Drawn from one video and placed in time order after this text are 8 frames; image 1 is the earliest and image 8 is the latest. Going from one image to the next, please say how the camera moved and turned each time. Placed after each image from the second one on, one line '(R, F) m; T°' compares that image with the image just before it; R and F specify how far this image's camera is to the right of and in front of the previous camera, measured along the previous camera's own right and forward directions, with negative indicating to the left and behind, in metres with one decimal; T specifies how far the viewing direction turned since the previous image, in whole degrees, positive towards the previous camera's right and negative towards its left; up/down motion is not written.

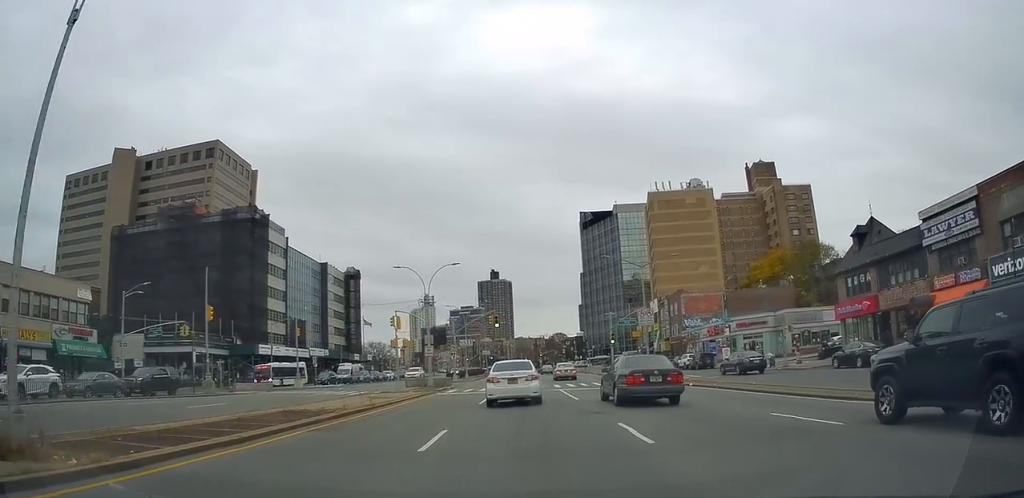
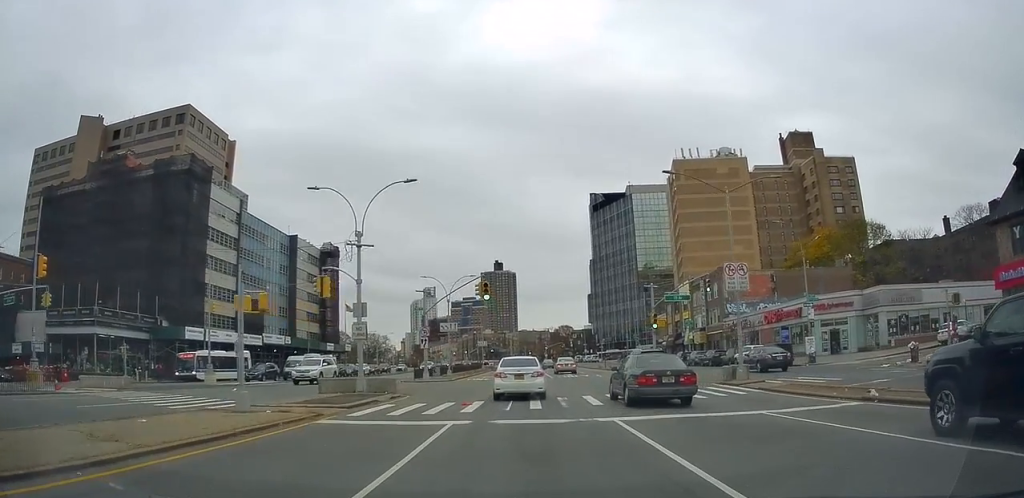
(+0.2, +18.1) m; +1°
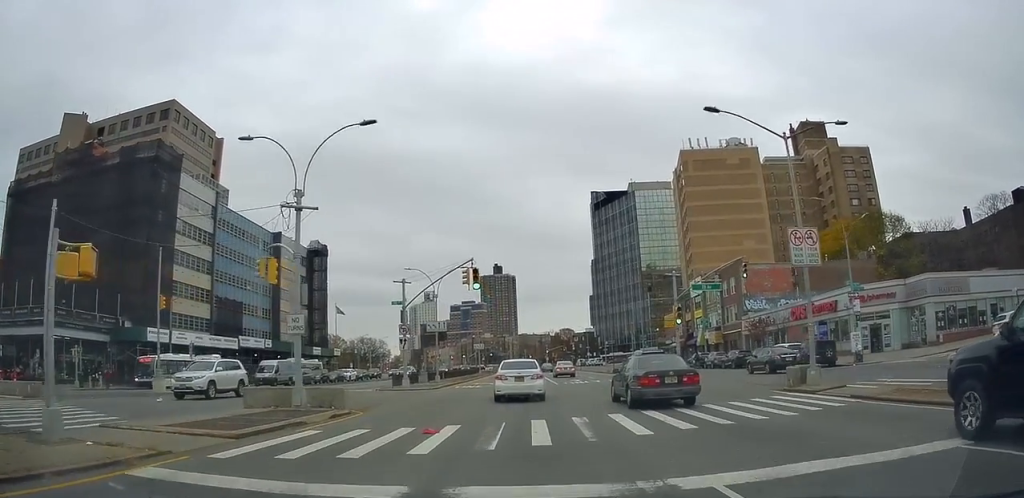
(0.0, +6.8) m; -1°
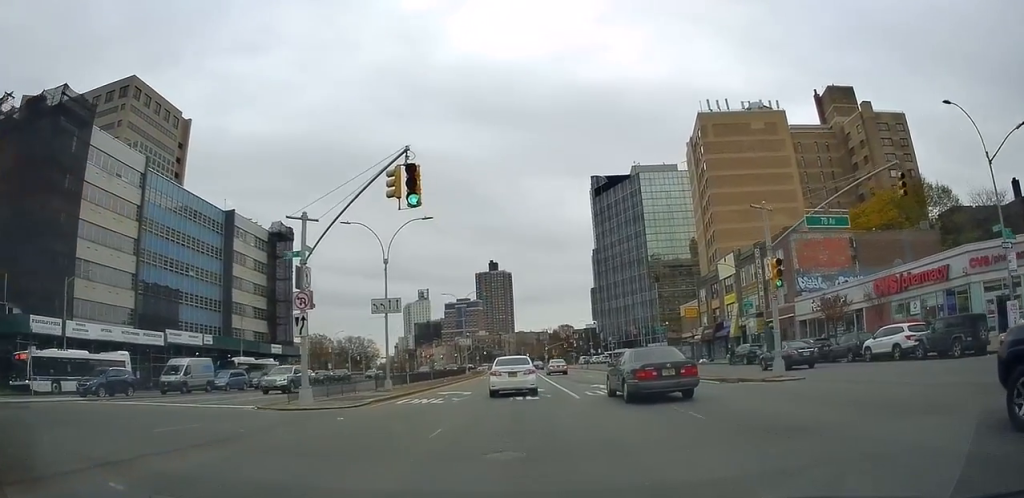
(-0.4, +15.2) m; -1°
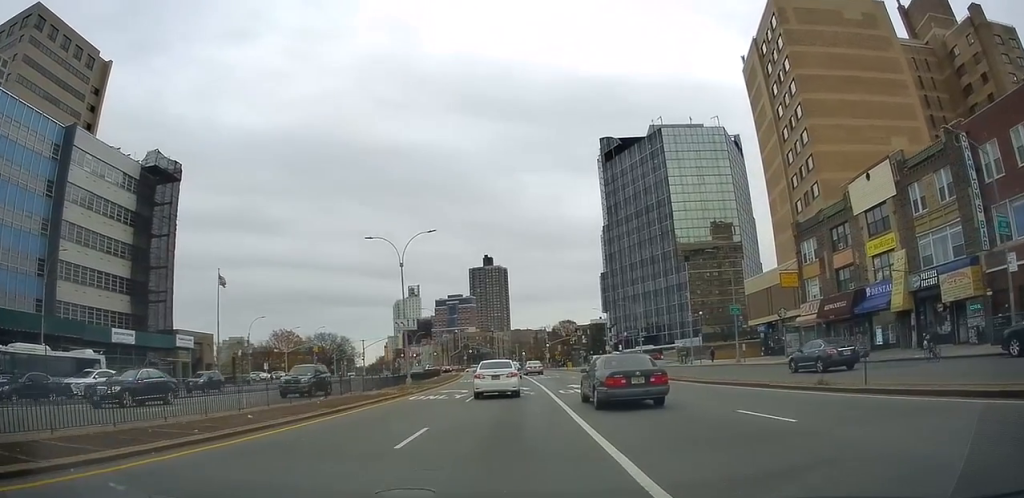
(+0.9, +34.1) m; +1°
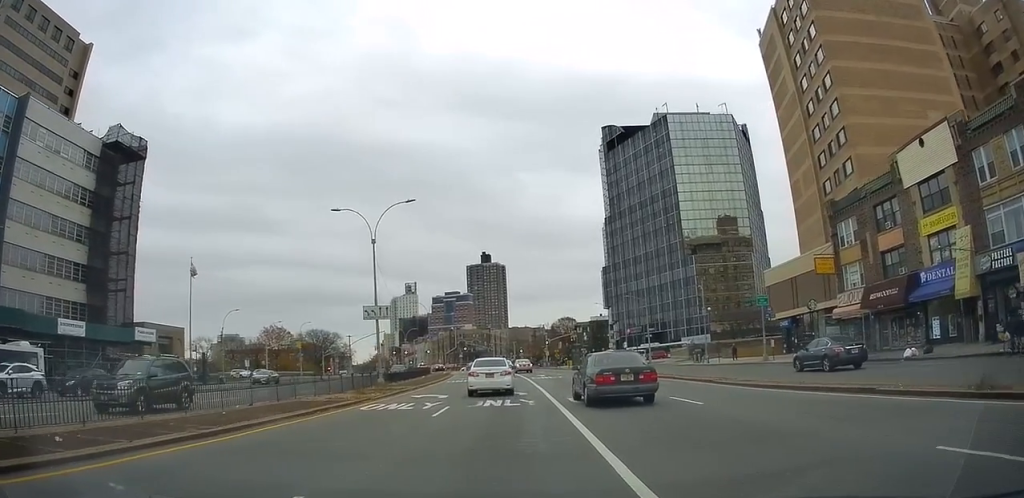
(-0.2, +7.2) m; 0°
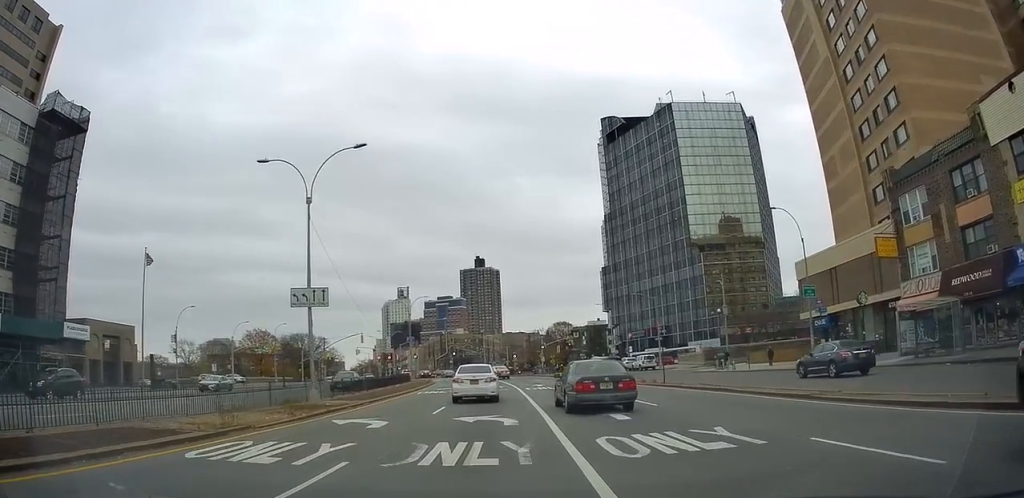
(-0.1, +9.8) m; 0°
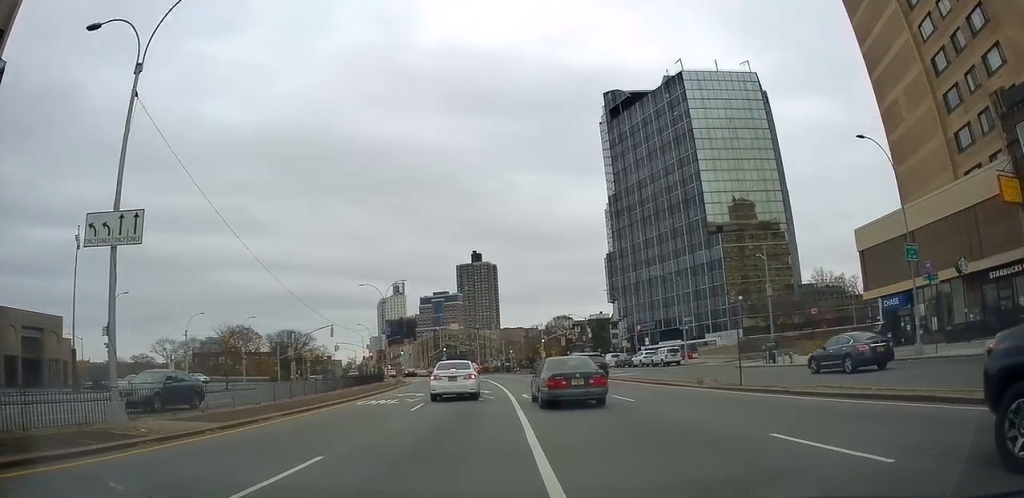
(+0.2, +12.2) m; 0°
